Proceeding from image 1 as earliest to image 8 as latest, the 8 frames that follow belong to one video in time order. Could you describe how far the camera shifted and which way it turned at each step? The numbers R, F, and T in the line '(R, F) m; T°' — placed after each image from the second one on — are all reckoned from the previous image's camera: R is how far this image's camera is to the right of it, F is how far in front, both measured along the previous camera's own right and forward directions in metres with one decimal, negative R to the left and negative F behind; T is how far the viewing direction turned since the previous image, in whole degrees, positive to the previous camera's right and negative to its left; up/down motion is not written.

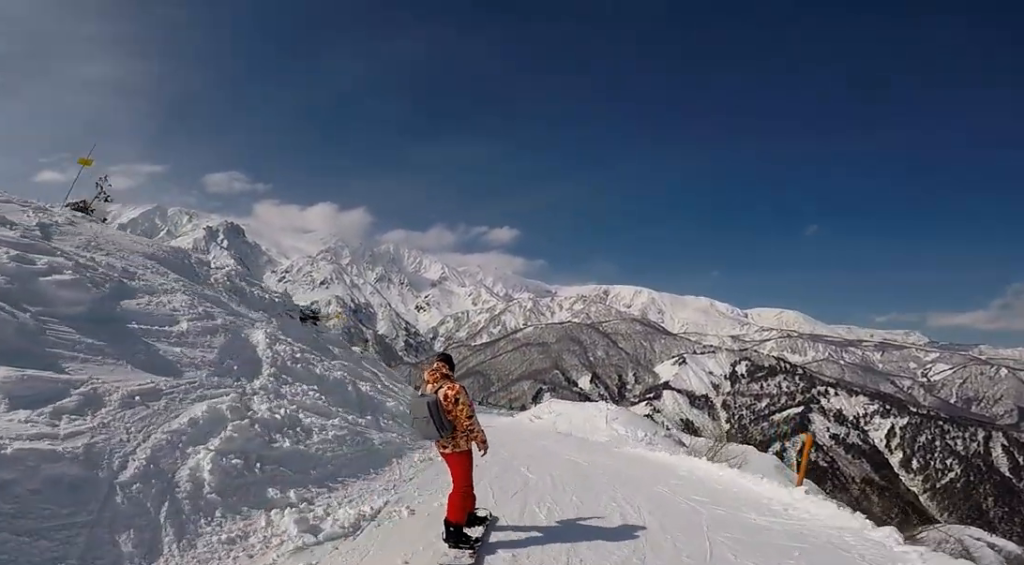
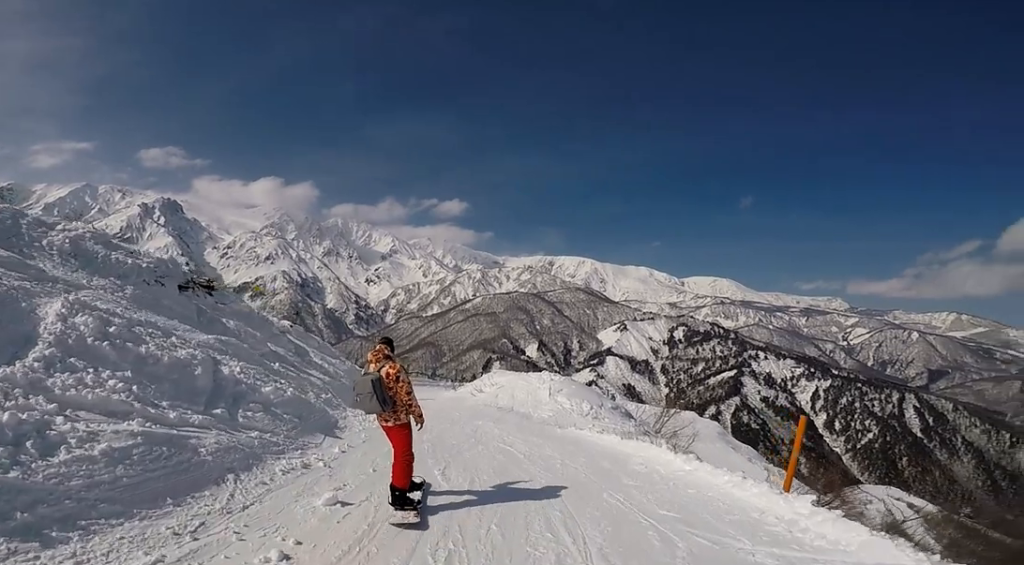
(-0.3, +2.1) m; -12°
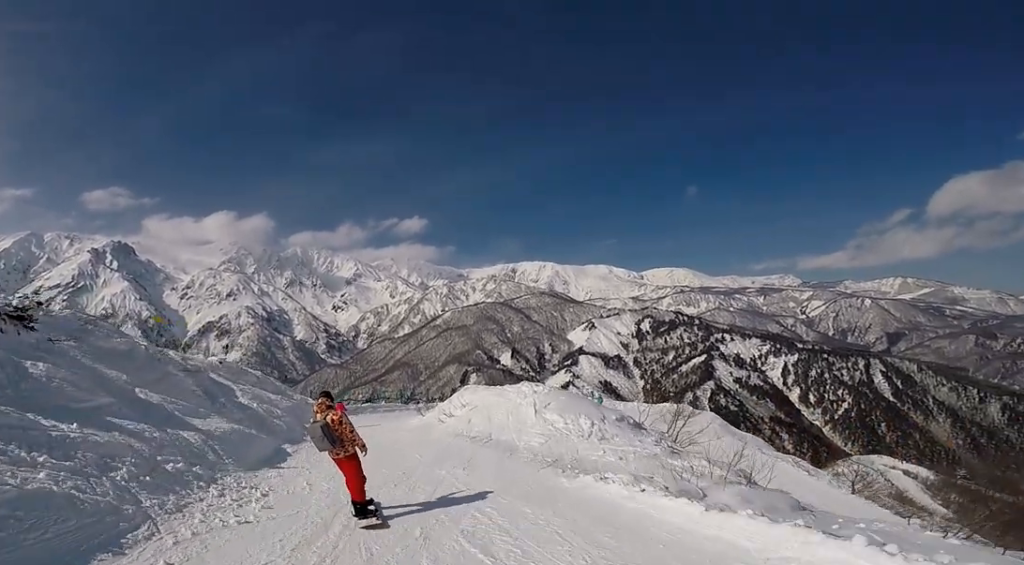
(-1.3, +4.3) m; -21°
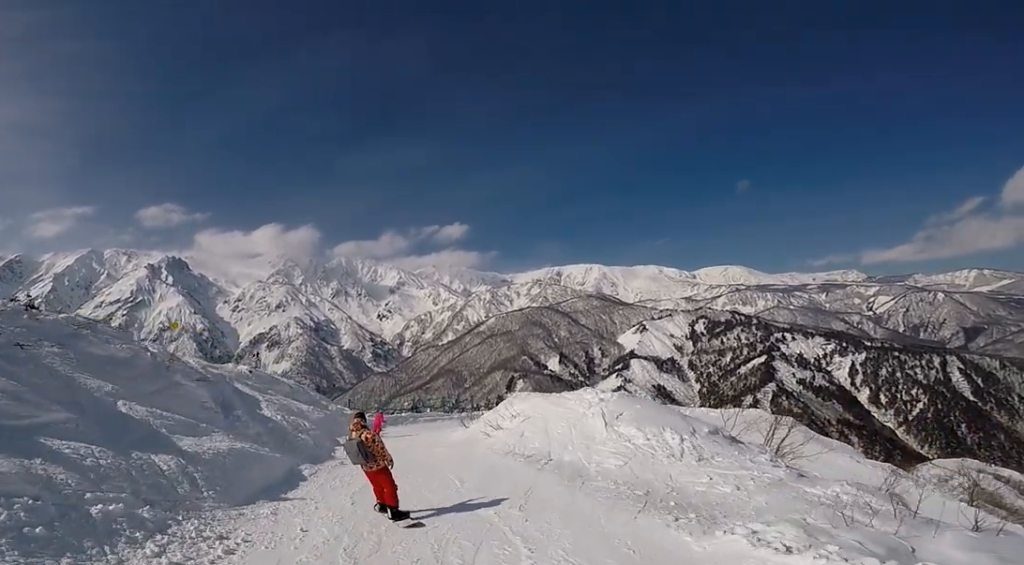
(-0.3, +2.5) m; 0°
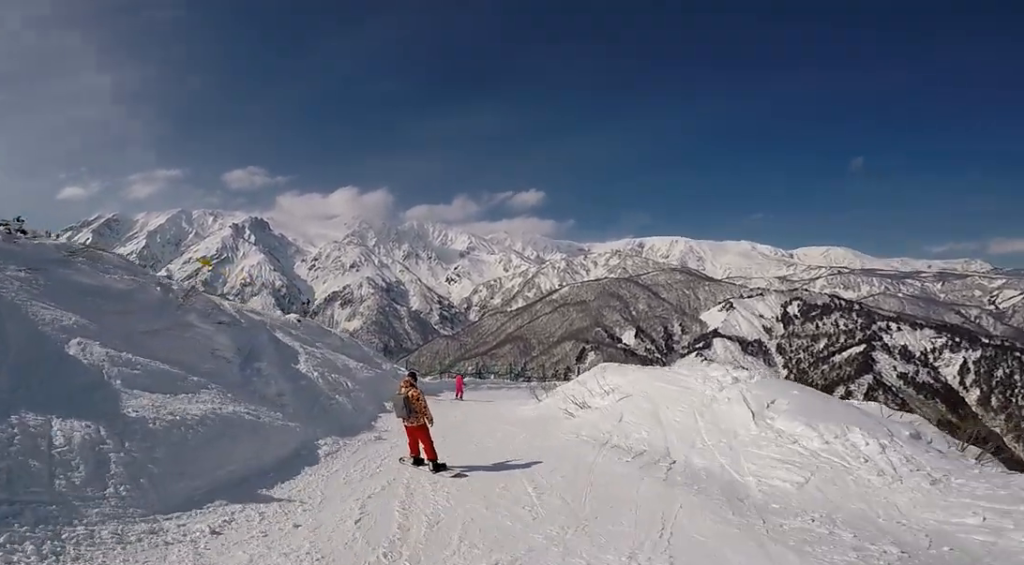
(+0.1, +3.1) m; 0°
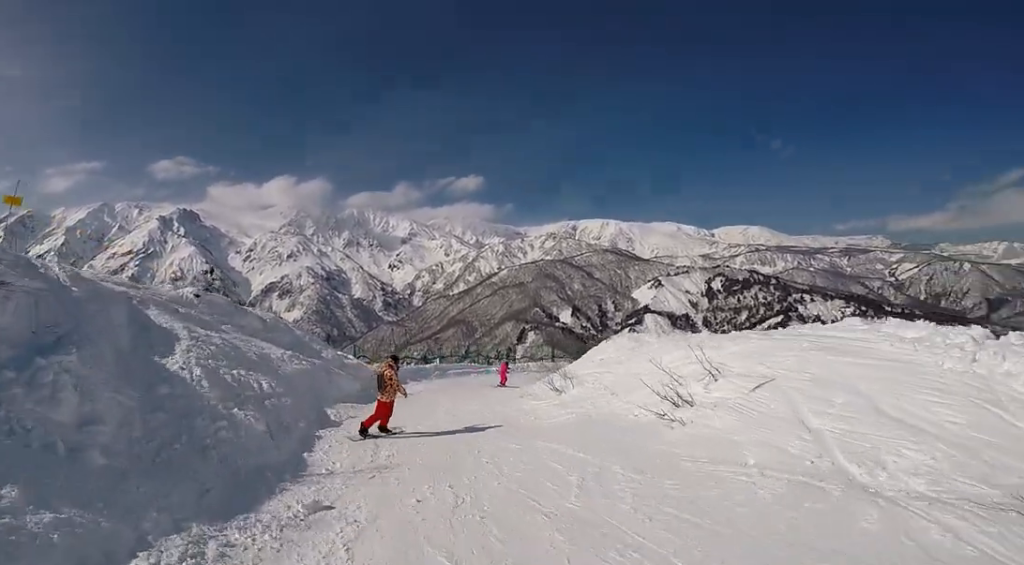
(+0.1, +5.9) m; +7°
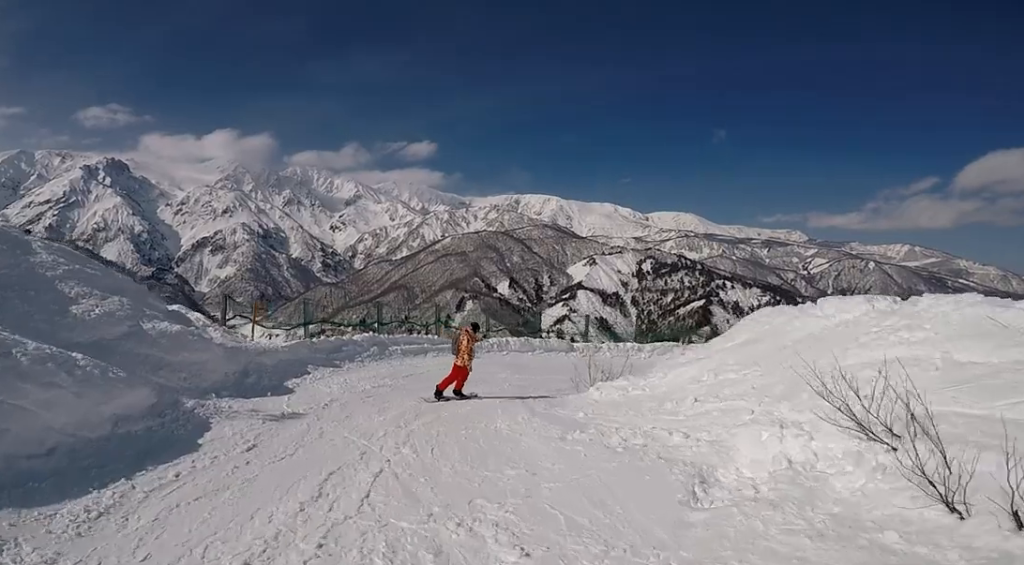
(+1.8, +9.6) m; +15°
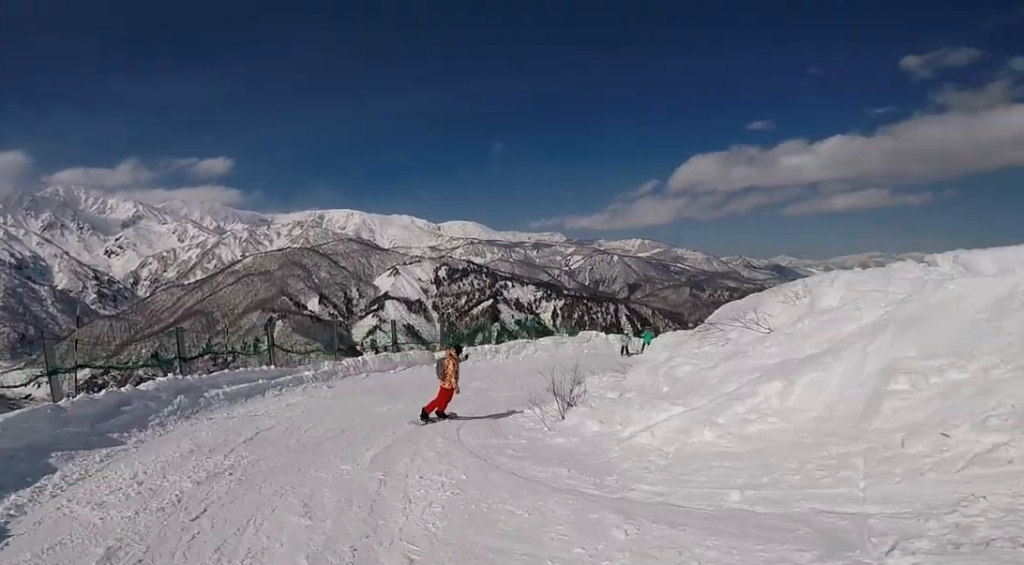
(-0.2, +4.4) m; +7°
